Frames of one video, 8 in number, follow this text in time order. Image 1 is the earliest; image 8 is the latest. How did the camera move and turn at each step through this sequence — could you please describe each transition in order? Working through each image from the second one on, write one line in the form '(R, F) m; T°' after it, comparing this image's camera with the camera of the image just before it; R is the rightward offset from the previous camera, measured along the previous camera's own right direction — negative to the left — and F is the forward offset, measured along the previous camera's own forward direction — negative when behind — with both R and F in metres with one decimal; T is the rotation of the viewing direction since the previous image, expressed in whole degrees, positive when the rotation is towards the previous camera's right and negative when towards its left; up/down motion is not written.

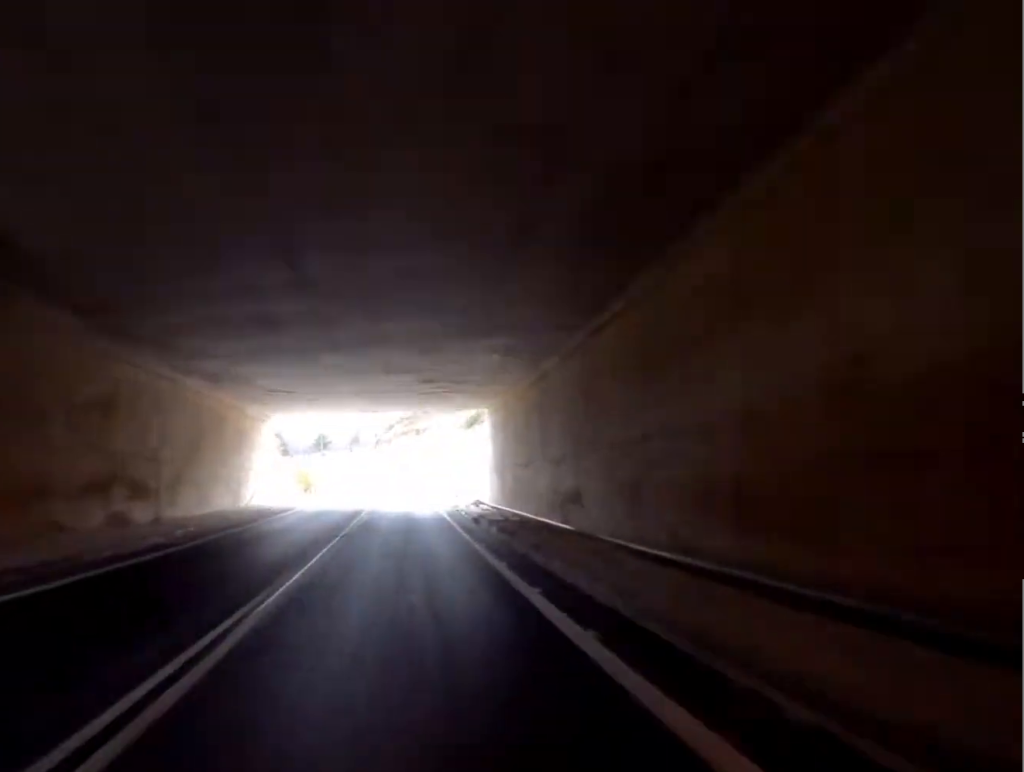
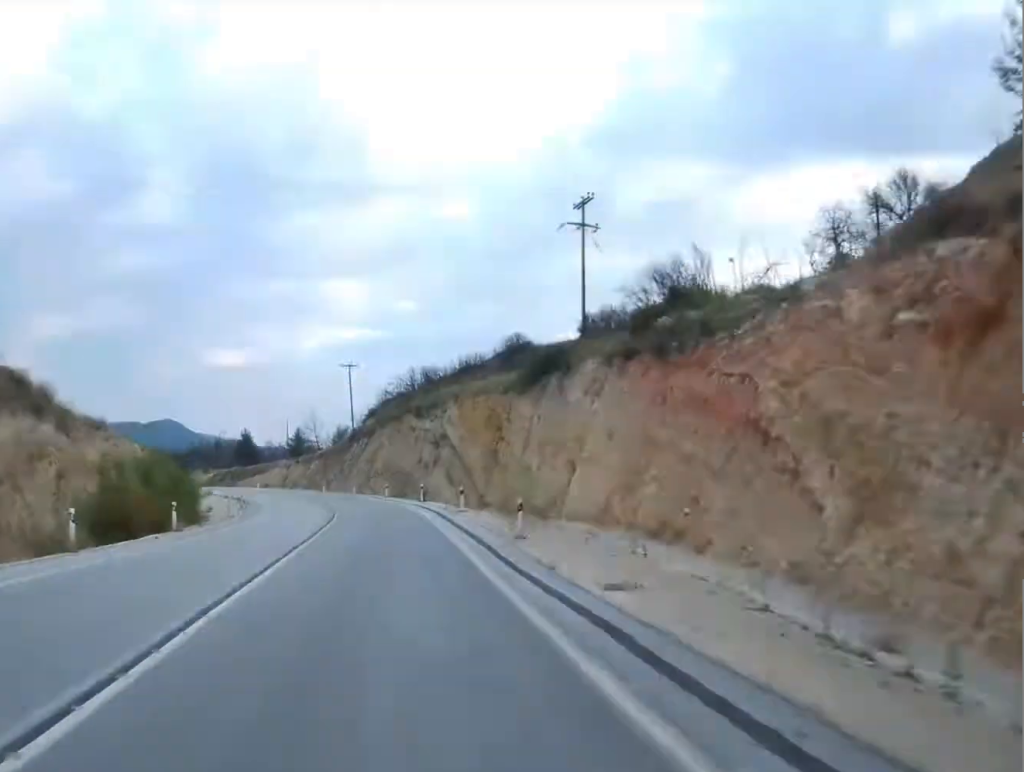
(+3.6, +58.0) m; +4°
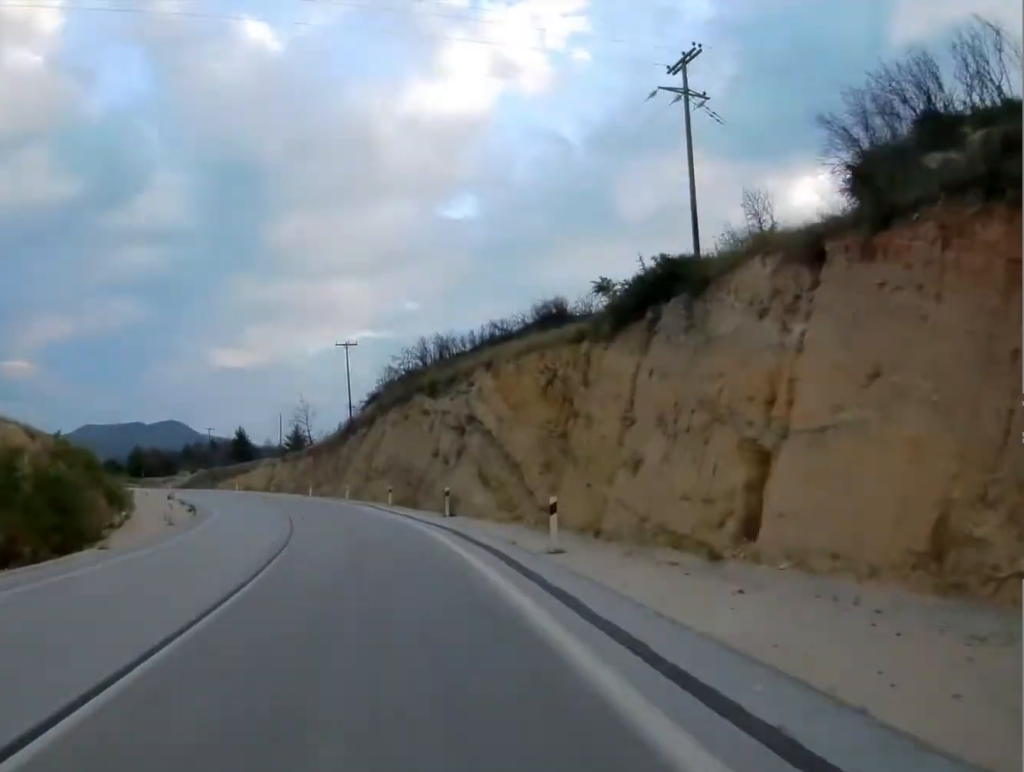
(0.0, +20.4) m; -1°
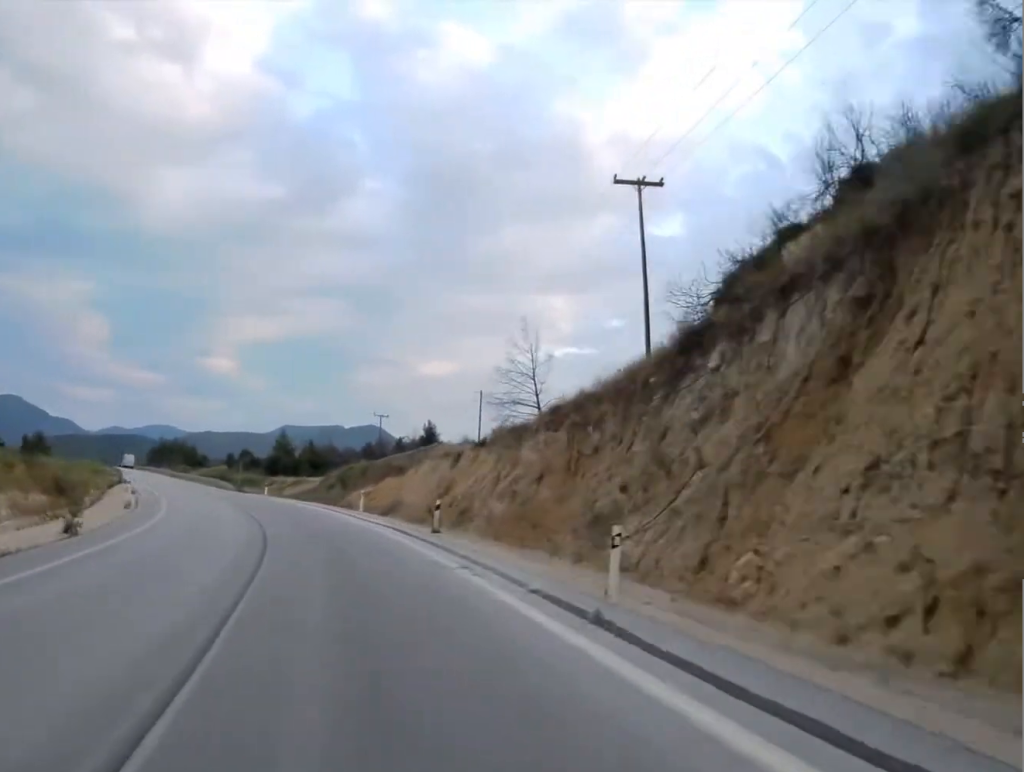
(-3.5, +60.6) m; -10°
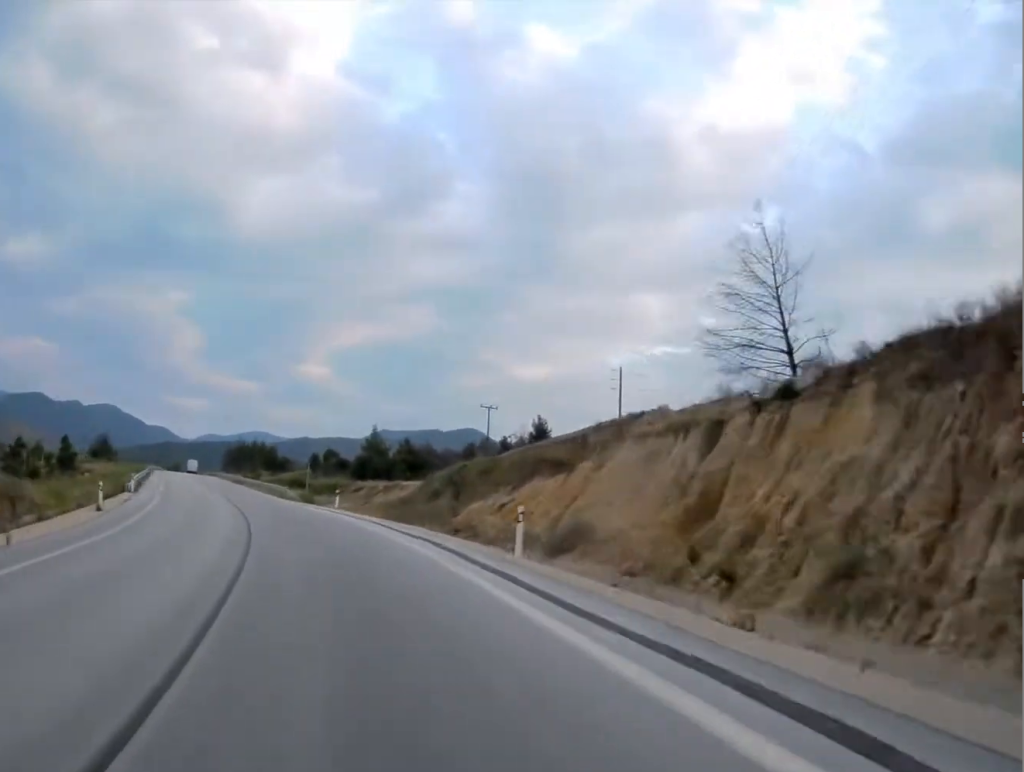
(-1.2, +22.6) m; -6°
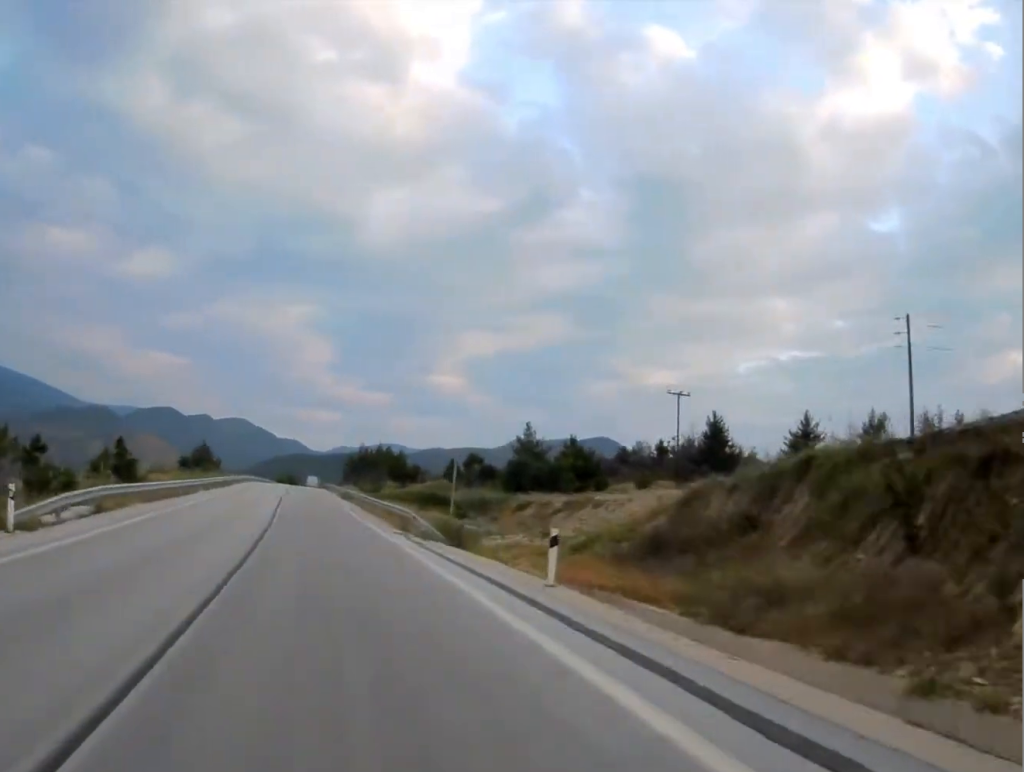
(-1.3, +28.8) m; -8°
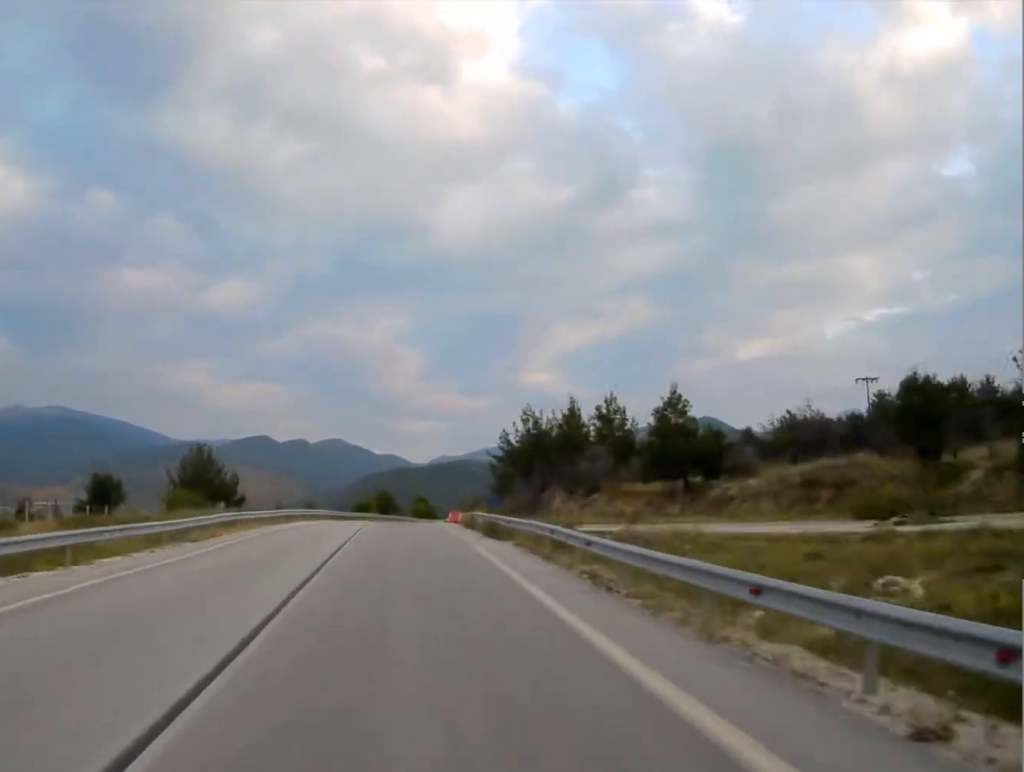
(-10.5, +87.3) m; -7°
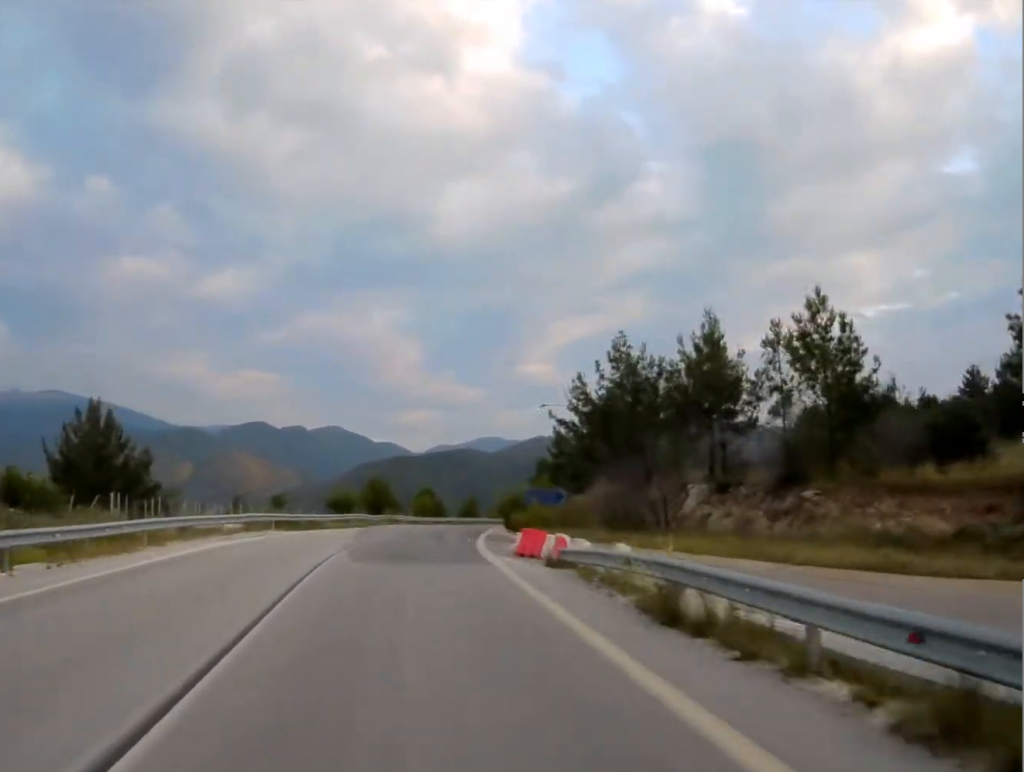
(+0.1, +30.8) m; +1°
